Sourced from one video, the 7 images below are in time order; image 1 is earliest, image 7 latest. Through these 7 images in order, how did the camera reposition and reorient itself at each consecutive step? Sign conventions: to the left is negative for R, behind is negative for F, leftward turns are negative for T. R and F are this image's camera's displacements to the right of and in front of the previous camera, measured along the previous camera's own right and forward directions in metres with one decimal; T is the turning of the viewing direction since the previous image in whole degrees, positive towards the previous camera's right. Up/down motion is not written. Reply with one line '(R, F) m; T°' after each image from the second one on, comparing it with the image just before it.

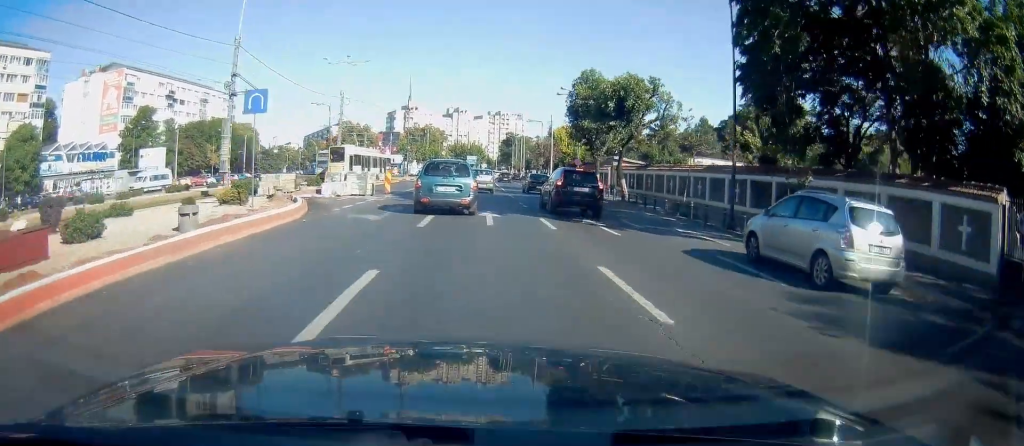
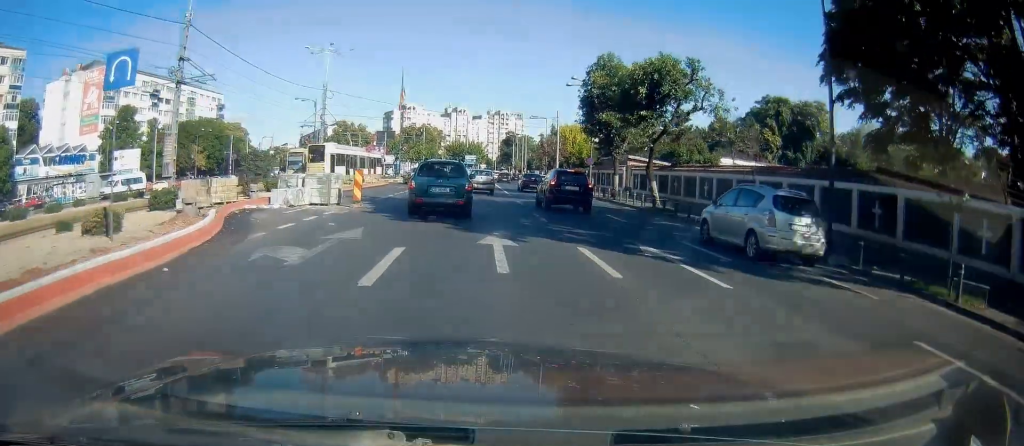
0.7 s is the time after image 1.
(0.0, +6.6) m; 0°
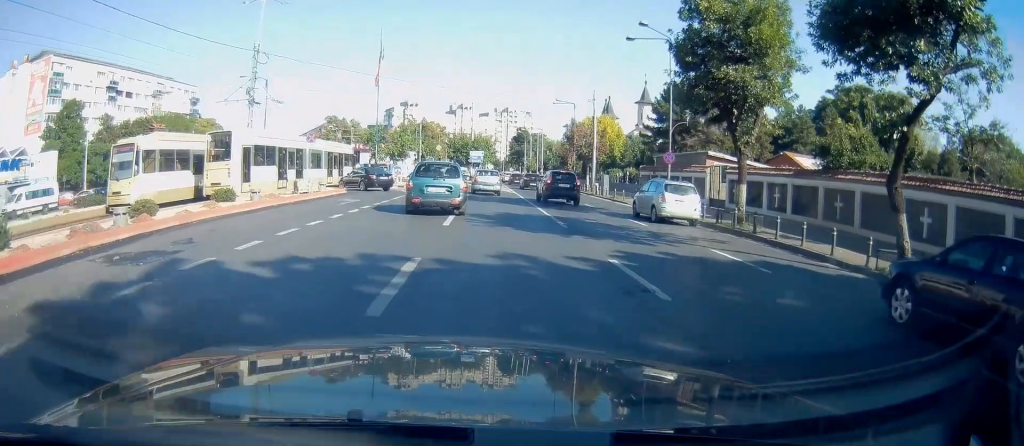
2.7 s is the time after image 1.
(+0.1, +18.8) m; -1°
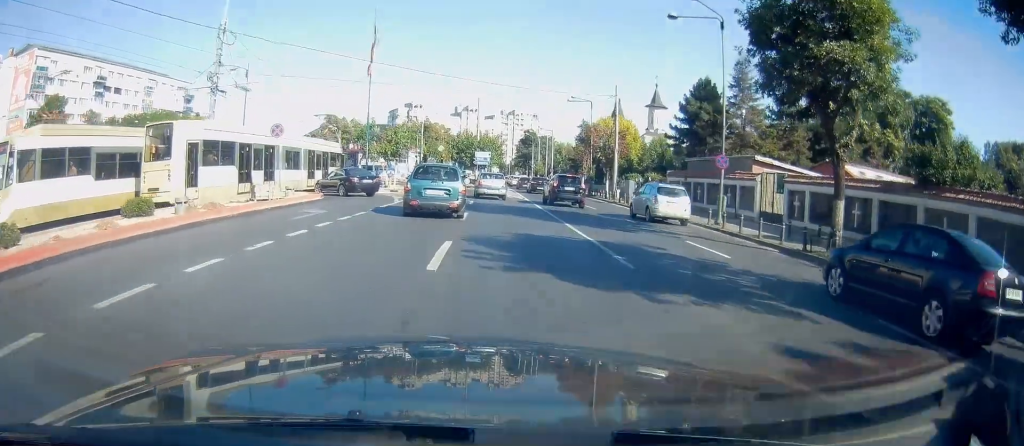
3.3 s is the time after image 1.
(0.0, +6.0) m; -1°
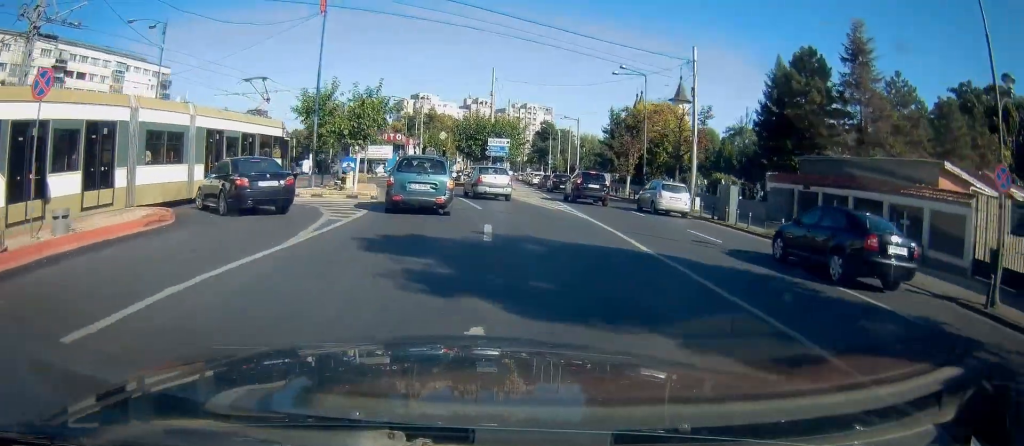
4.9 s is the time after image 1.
(-0.3, +14.8) m; -1°
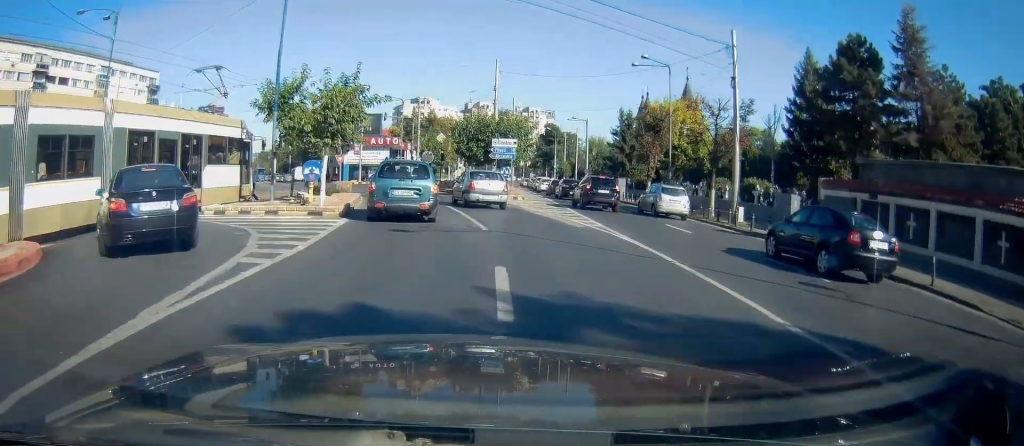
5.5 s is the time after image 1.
(+0.1, +5.6) m; -1°
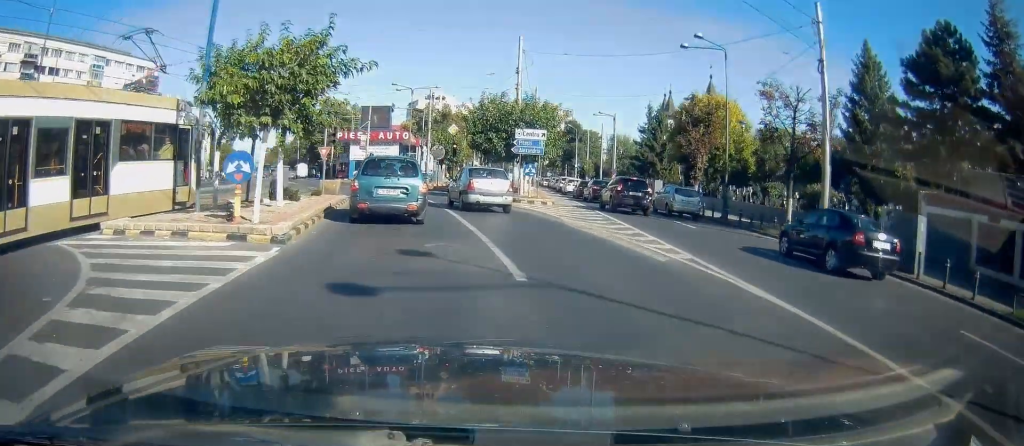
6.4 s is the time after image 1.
(-0.2, +6.7) m; -1°
